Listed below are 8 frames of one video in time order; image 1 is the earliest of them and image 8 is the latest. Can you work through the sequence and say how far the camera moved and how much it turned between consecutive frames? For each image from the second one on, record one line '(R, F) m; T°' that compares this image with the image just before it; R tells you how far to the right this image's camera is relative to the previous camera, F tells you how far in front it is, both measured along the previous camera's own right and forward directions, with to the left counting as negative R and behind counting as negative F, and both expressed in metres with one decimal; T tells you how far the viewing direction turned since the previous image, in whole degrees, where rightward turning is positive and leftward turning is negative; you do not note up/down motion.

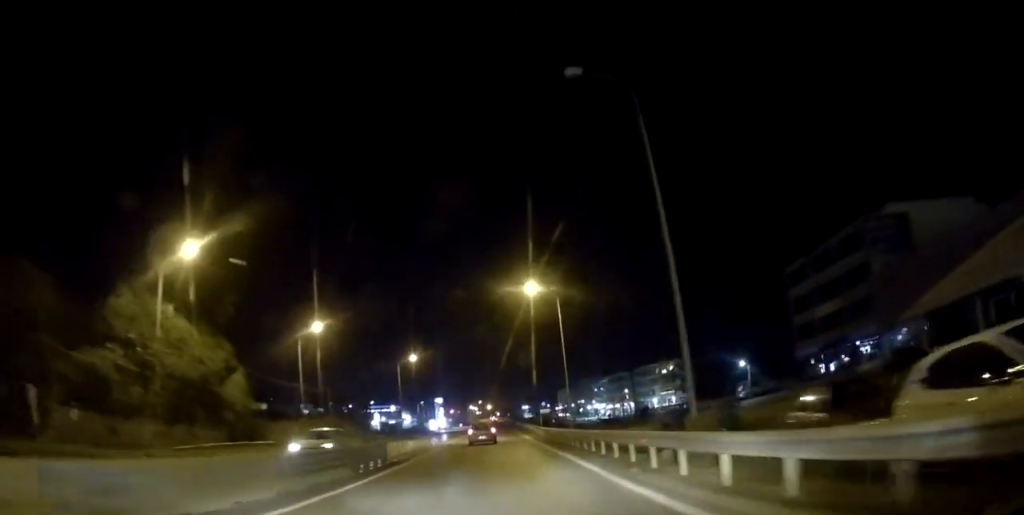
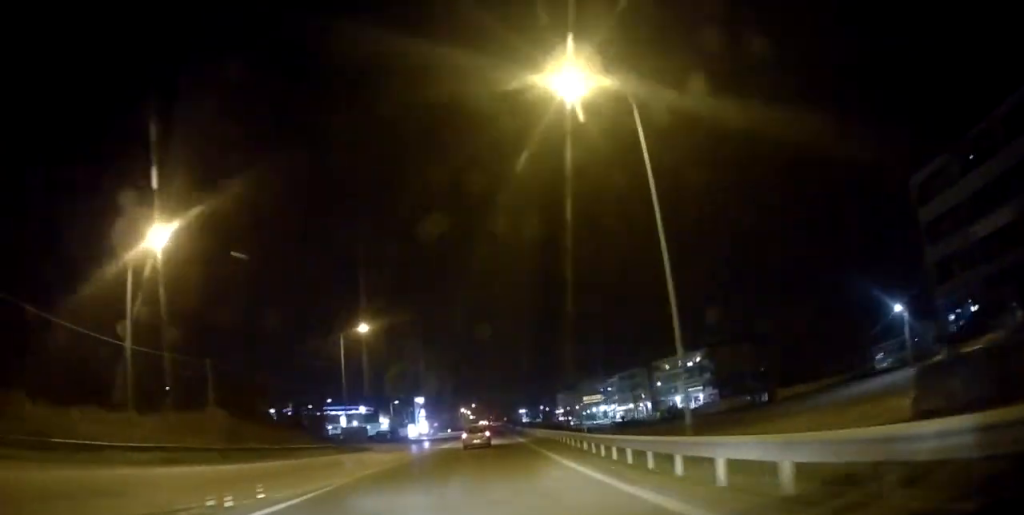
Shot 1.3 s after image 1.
(+0.3, +26.1) m; -1°
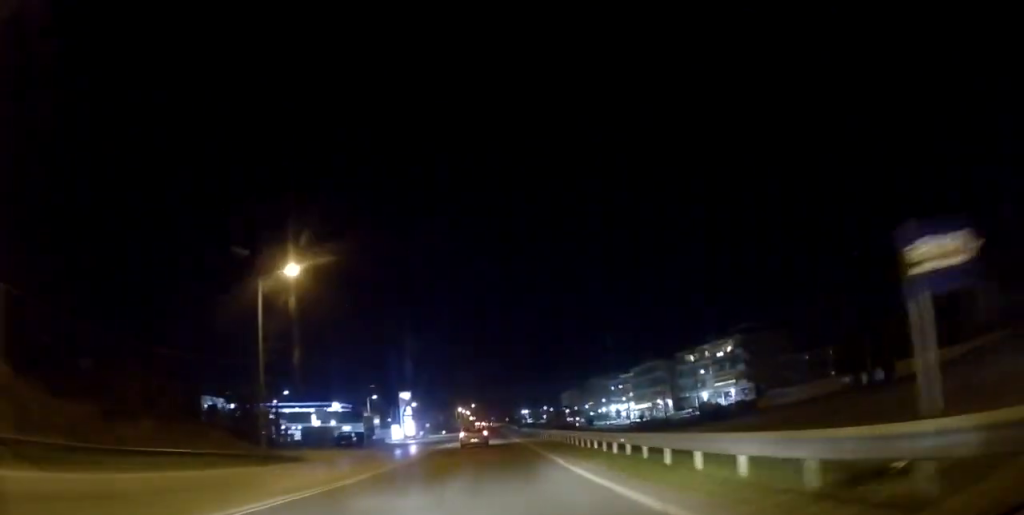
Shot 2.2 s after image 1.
(-0.3, +17.9) m; 0°
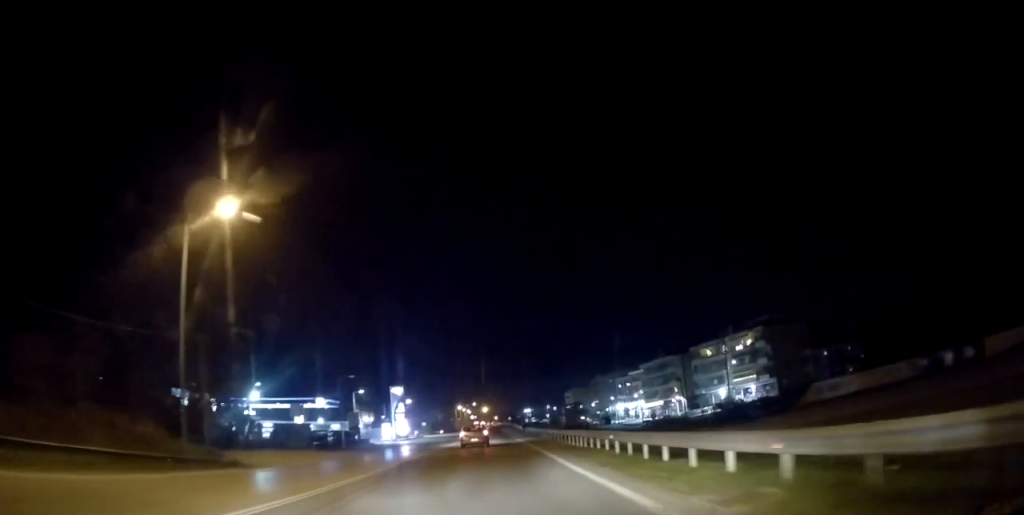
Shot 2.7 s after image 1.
(-0.1, +8.7) m; +1°
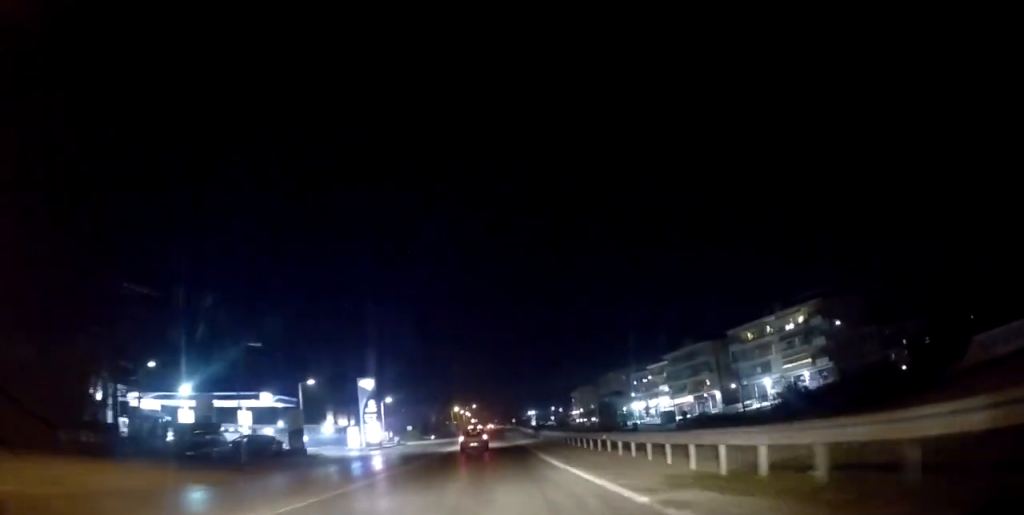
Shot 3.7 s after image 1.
(+0.5, +19.5) m; +1°
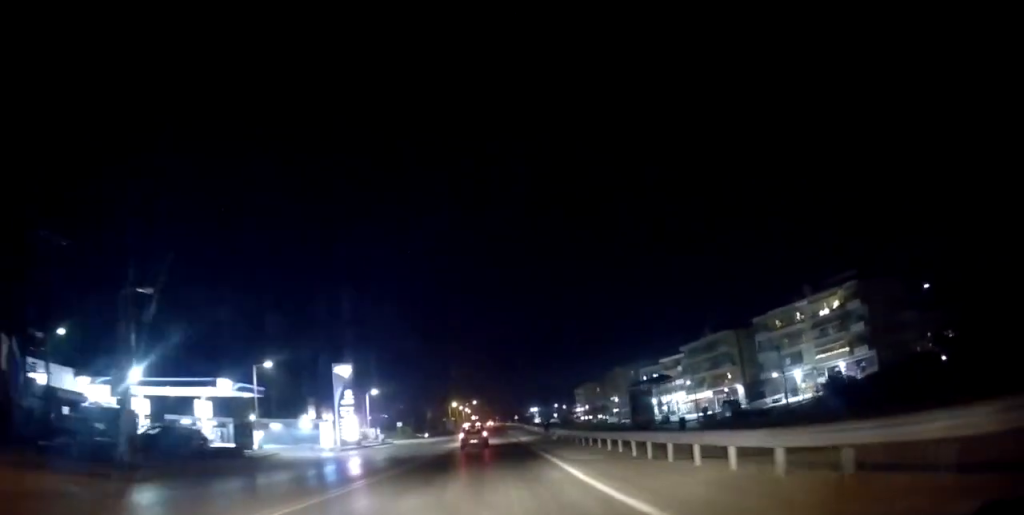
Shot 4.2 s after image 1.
(0.0, +10.0) m; 0°
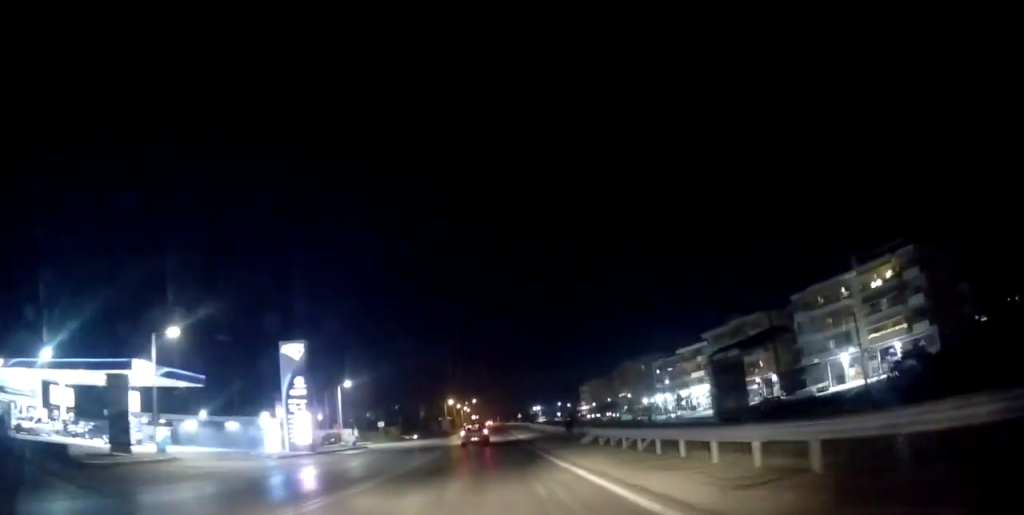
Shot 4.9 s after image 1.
(-0.3, +13.0) m; -1°
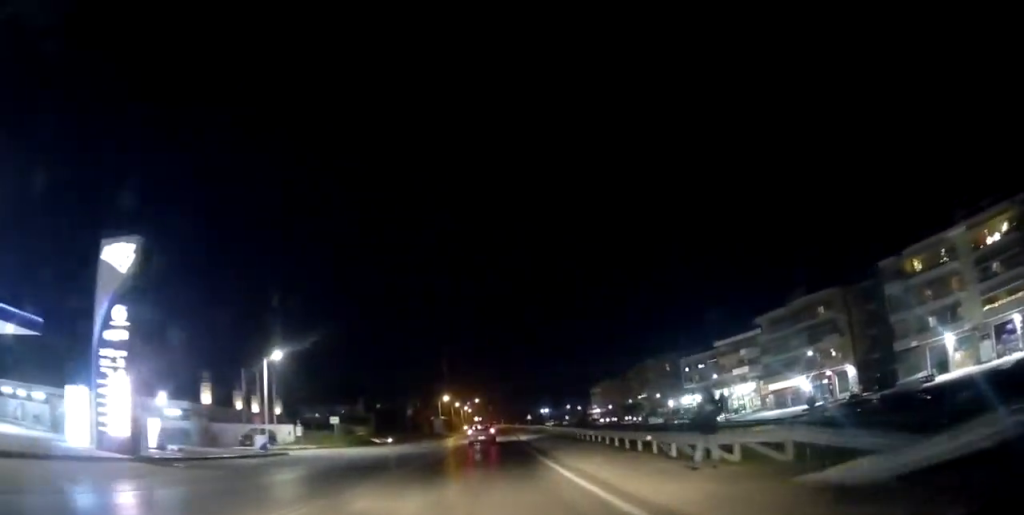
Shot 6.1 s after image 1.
(0.0, +20.0) m; 0°
